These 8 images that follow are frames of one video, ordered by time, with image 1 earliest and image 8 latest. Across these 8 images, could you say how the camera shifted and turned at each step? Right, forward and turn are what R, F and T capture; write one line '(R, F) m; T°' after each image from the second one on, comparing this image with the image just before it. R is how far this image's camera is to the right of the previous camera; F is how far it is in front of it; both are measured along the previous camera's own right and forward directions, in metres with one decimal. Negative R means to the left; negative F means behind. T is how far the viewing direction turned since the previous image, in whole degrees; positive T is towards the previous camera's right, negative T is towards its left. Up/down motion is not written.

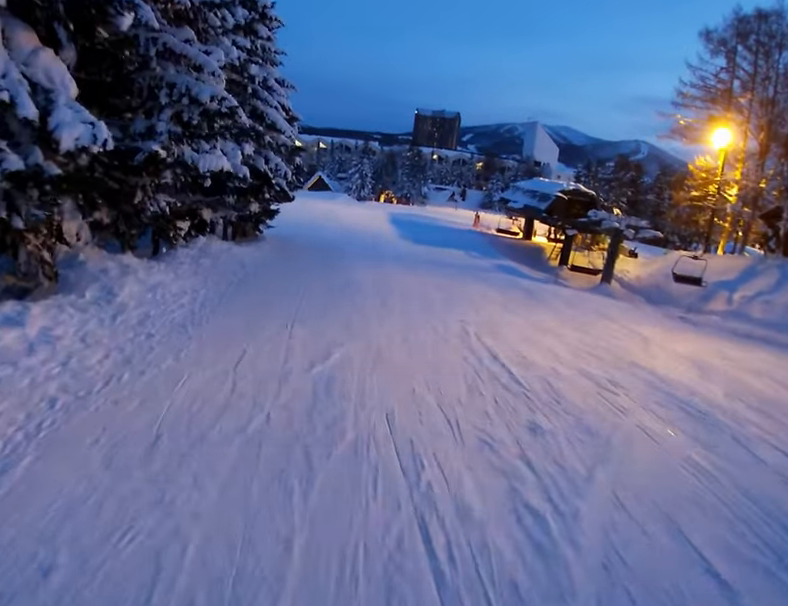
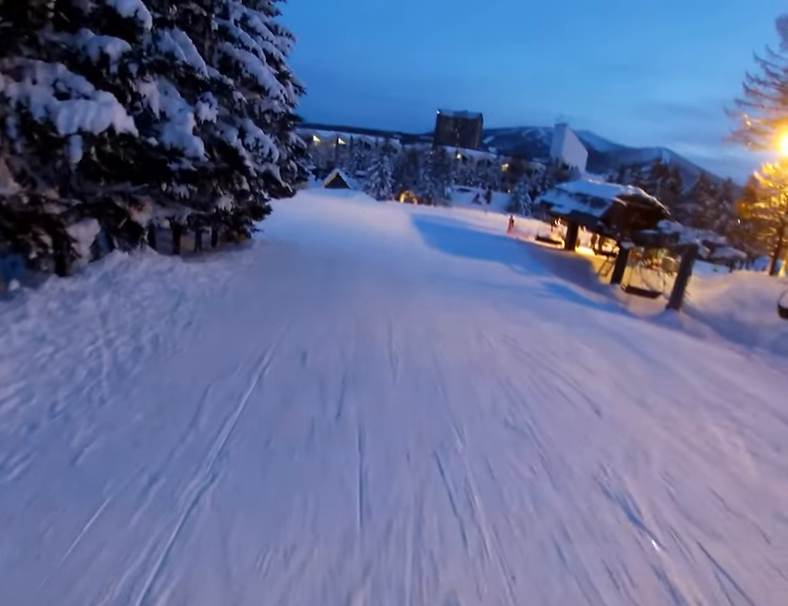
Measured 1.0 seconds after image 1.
(-0.5, +6.2) m; -4°
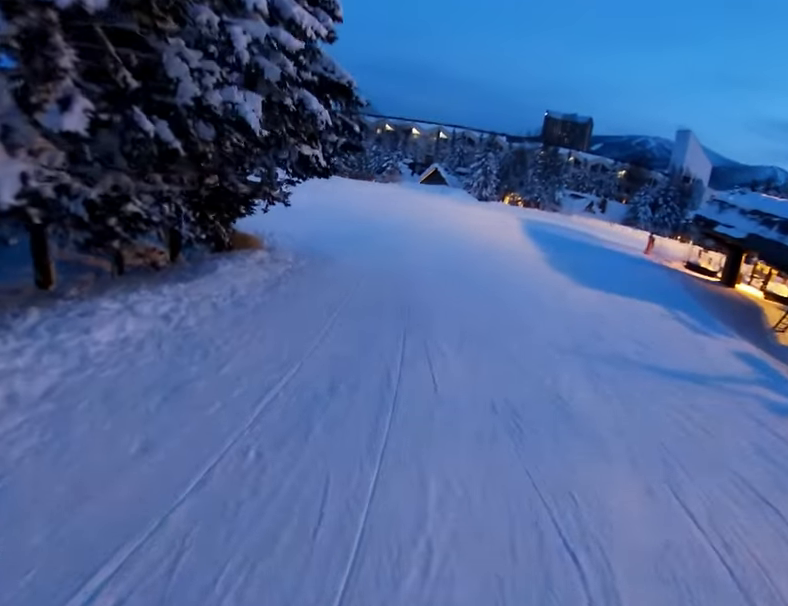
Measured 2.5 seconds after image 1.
(+0.5, +9.2) m; -1°
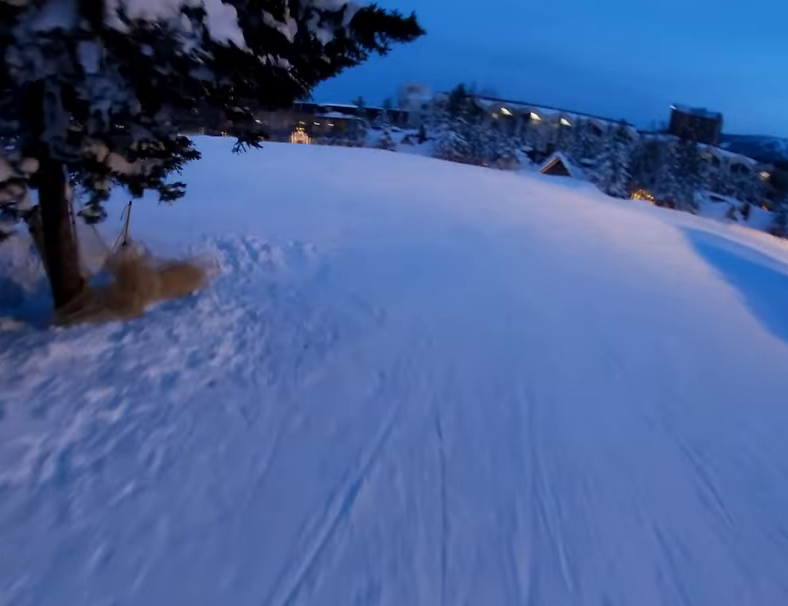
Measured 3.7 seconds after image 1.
(-1.3, +7.4) m; -16°
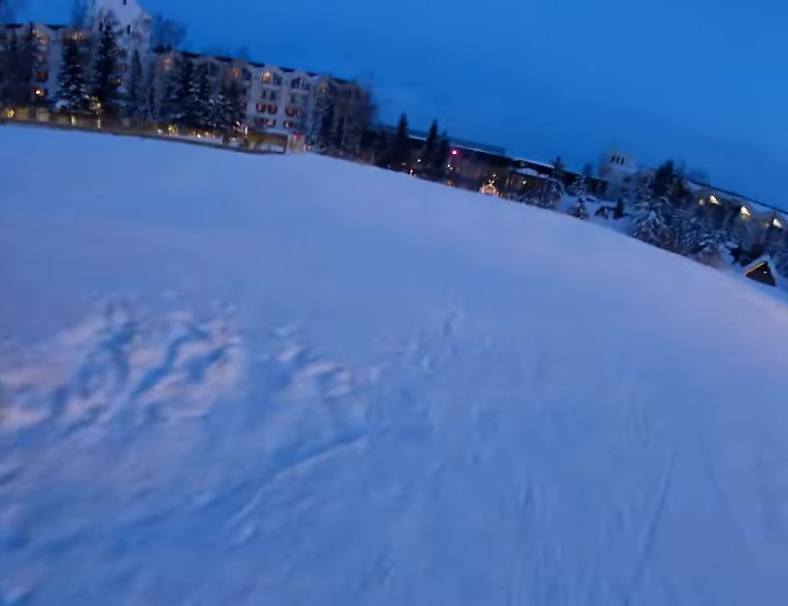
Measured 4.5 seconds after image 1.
(0.0, +4.4) m; -13°
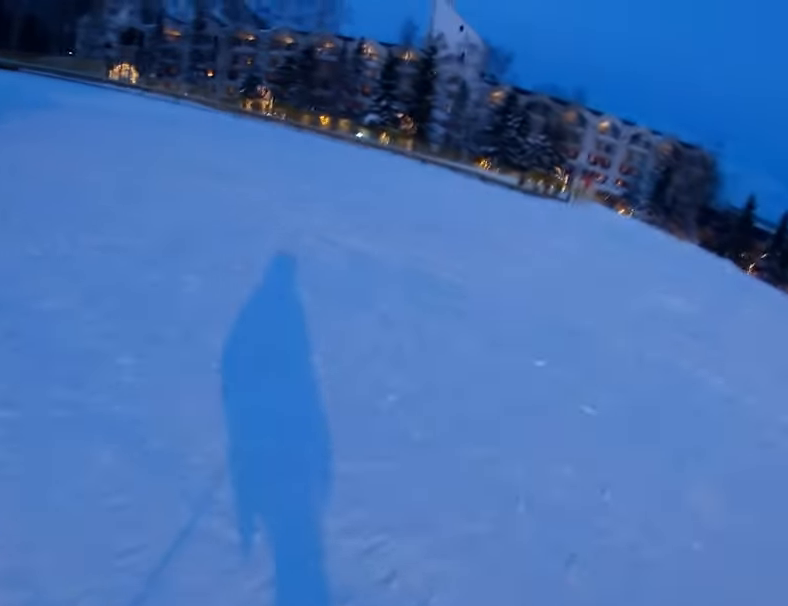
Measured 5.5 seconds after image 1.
(-1.4, +5.5) m; -17°
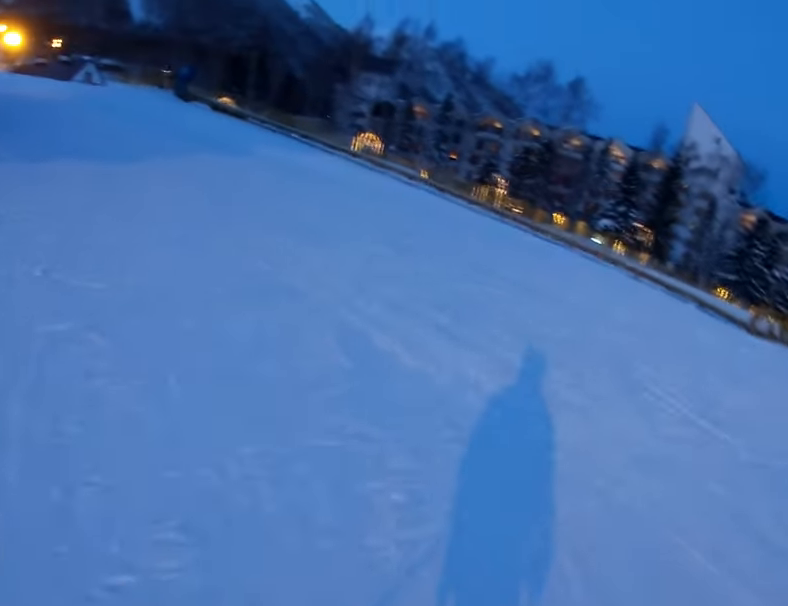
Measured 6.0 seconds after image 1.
(+0.1, +2.2) m; -10°
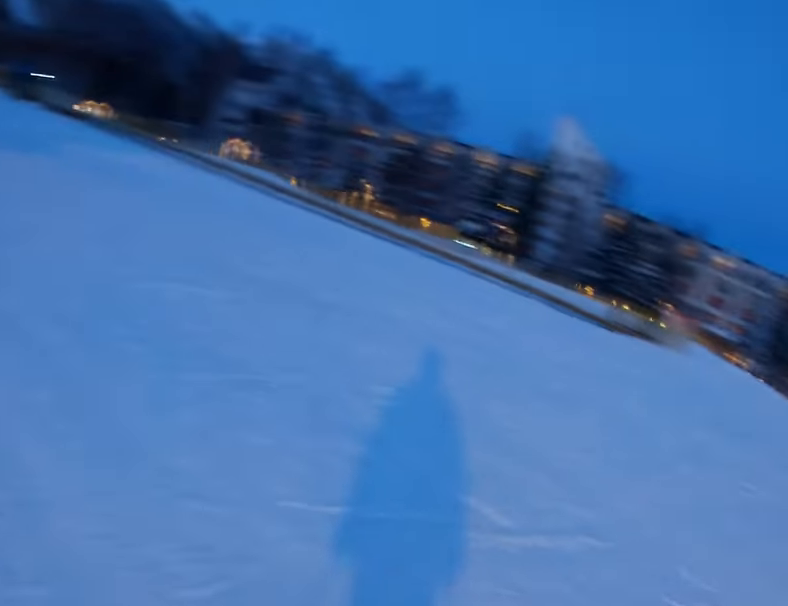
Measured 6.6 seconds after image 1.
(0.0, +2.4) m; -11°
